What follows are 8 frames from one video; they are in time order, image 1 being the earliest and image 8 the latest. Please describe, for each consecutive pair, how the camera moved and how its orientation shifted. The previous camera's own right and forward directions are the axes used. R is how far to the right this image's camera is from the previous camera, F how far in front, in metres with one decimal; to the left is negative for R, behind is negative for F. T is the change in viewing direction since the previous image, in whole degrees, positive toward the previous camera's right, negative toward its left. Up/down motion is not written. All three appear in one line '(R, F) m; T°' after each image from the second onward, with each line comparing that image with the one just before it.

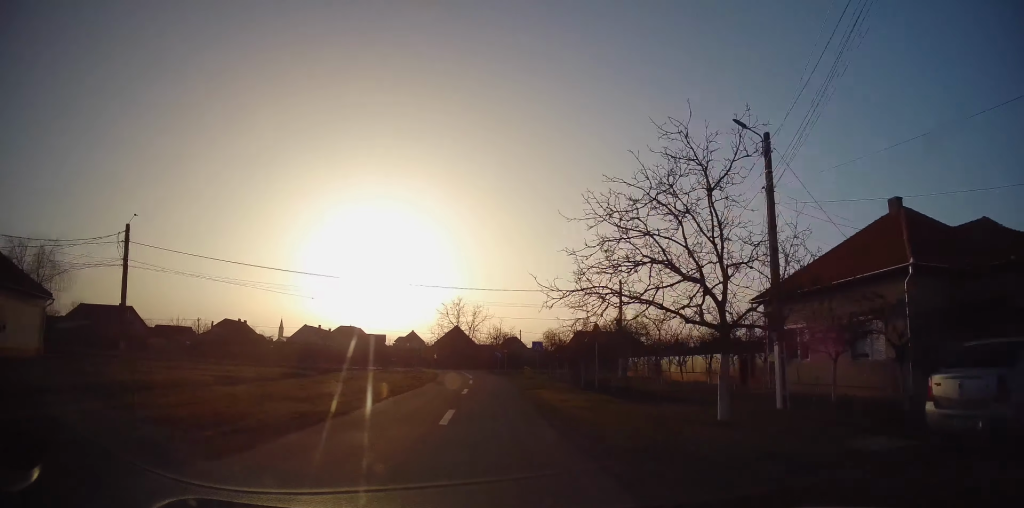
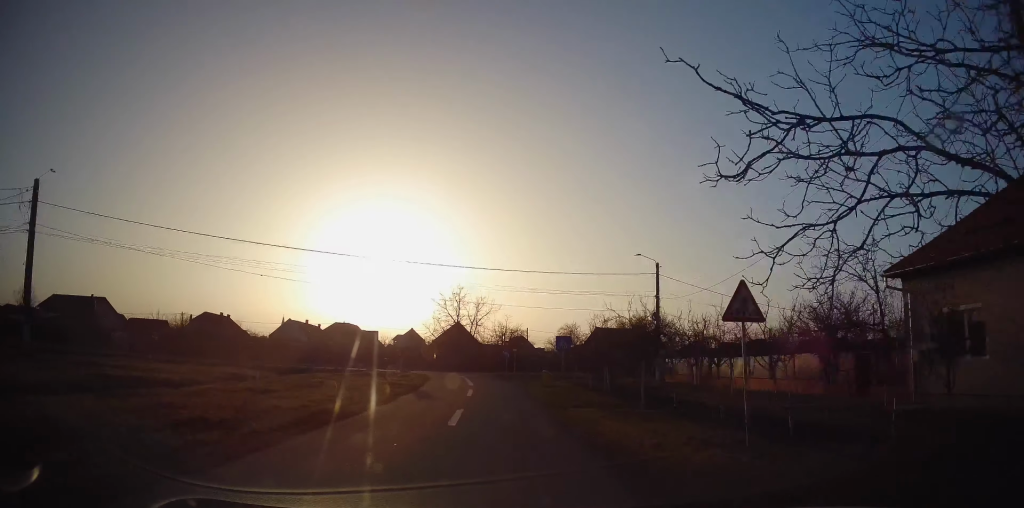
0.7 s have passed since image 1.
(-0.6, +9.7) m; -2°
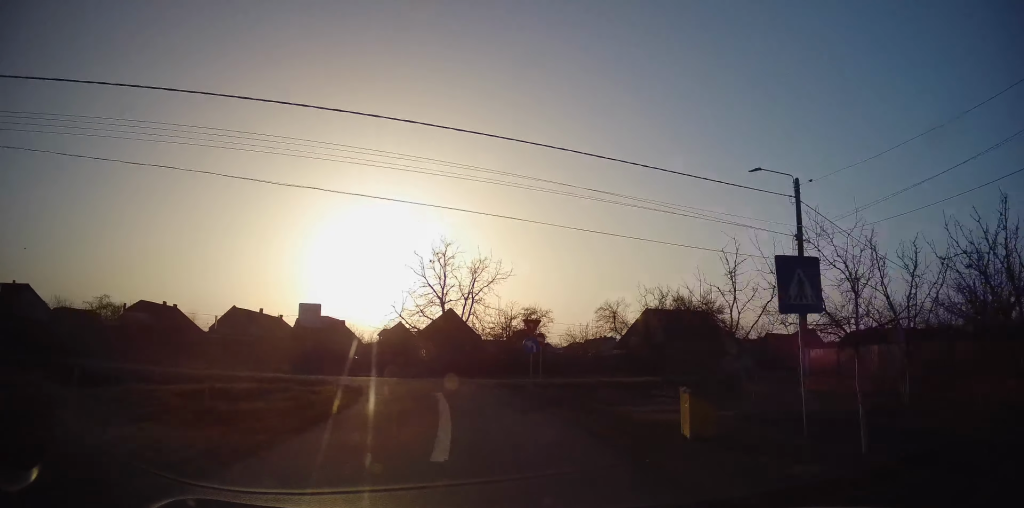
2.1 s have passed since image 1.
(+0.4, +19.1) m; +2°
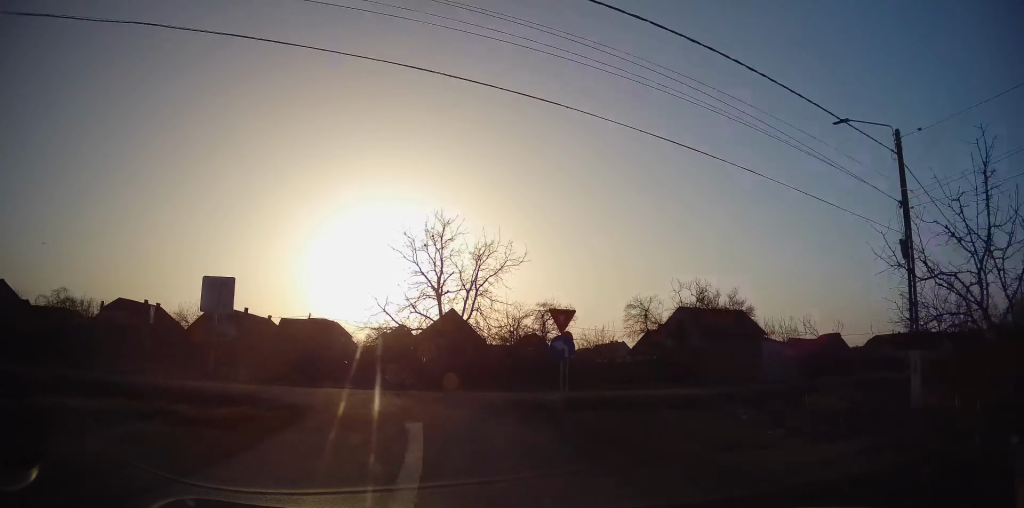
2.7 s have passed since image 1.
(-0.1, +7.0) m; +1°
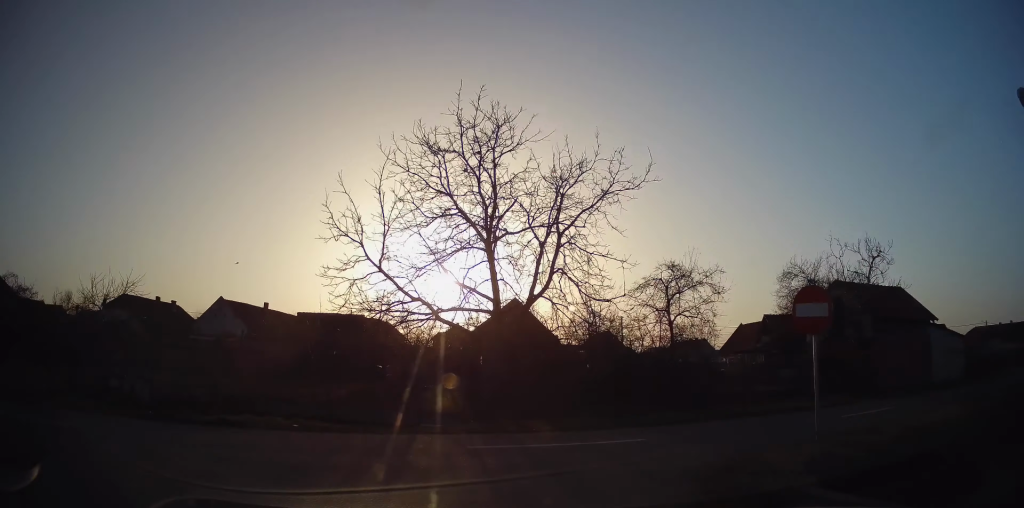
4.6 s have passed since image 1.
(+0.2, +15.6) m; -3°
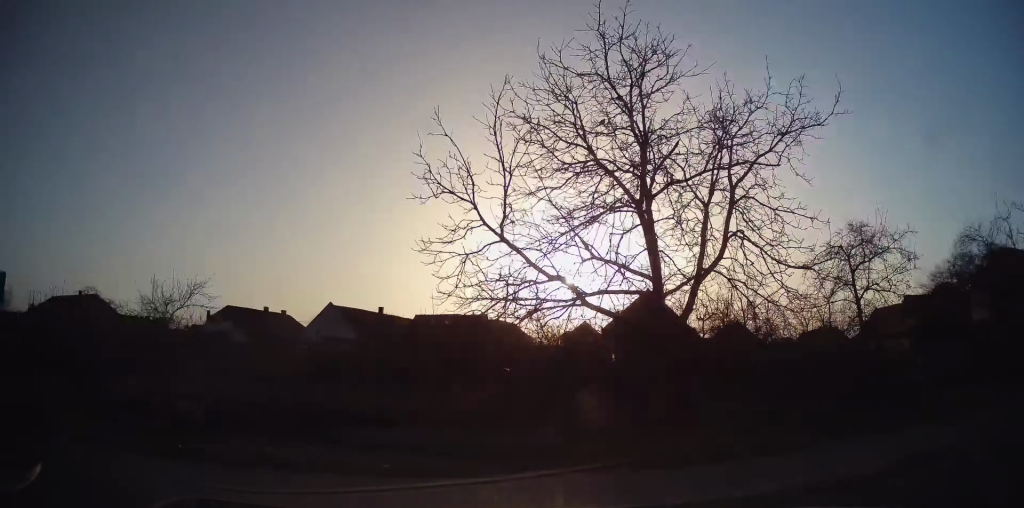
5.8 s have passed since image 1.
(-0.3, +5.4) m; -16°
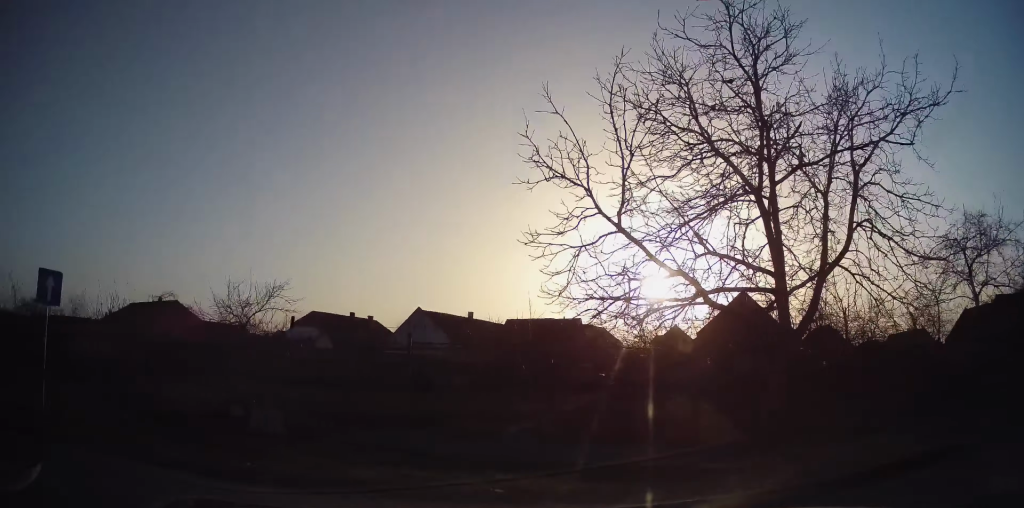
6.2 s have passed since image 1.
(-0.3, +1.3) m; -13°
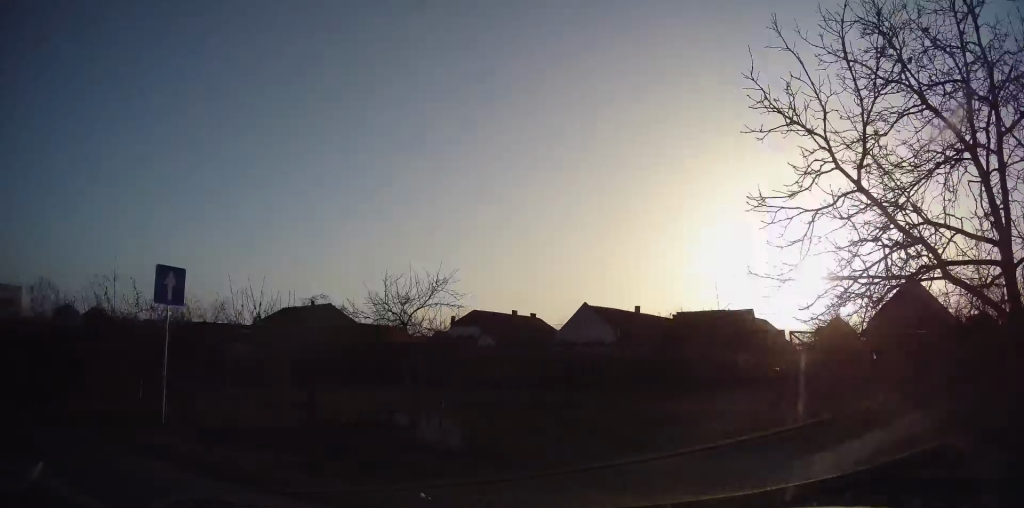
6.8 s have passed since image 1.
(-0.1, +1.9) m; -19°
